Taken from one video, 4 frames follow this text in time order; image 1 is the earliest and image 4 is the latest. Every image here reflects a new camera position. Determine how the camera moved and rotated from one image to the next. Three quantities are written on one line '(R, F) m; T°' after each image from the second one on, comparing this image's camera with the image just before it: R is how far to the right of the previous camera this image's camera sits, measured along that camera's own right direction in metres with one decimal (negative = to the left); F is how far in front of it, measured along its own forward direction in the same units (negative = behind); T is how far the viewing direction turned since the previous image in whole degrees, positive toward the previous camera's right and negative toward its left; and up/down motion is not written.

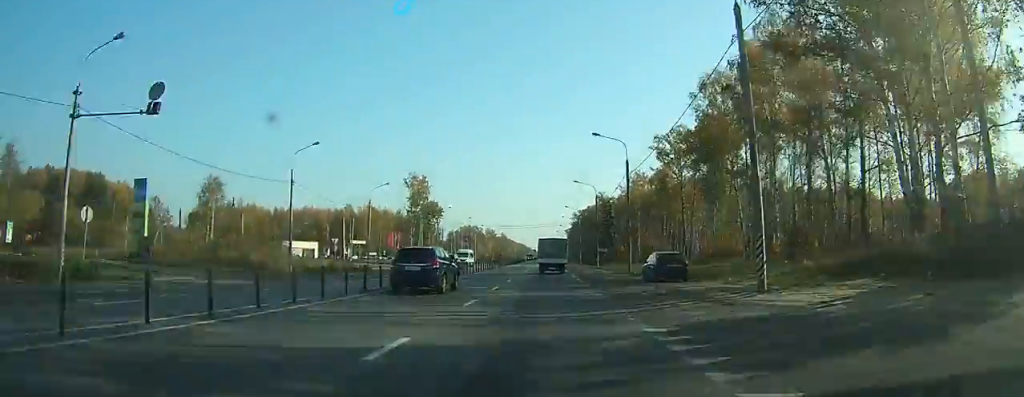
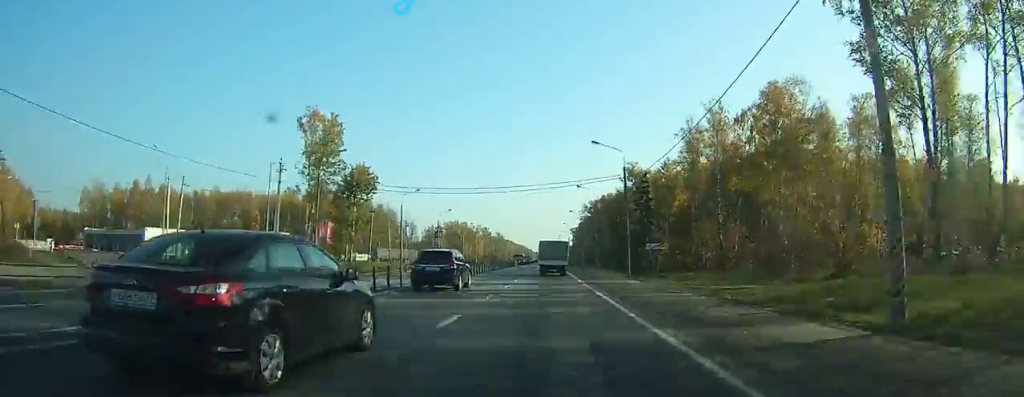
(-0.4, +57.8) m; -1°
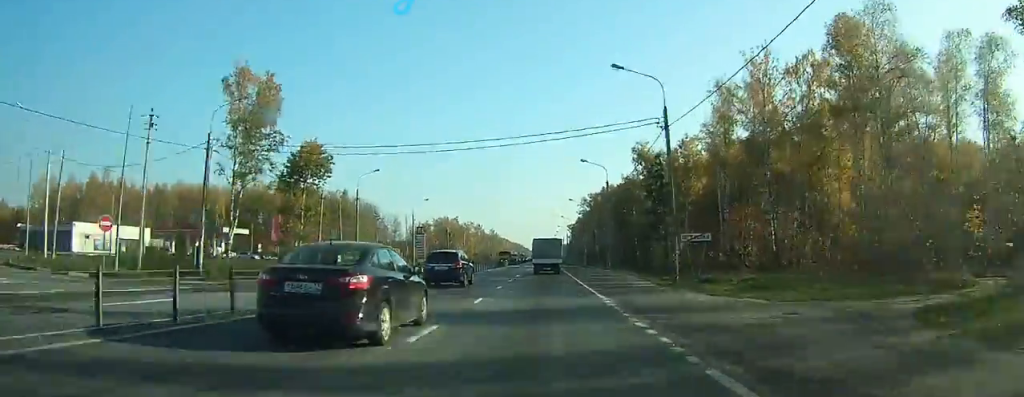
(-0.1, +17.5) m; 0°
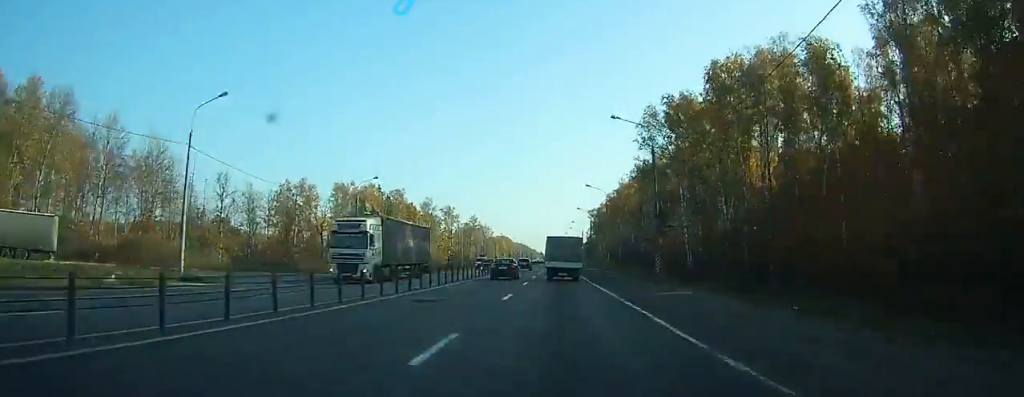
(-0.2, +126.9) m; 0°
